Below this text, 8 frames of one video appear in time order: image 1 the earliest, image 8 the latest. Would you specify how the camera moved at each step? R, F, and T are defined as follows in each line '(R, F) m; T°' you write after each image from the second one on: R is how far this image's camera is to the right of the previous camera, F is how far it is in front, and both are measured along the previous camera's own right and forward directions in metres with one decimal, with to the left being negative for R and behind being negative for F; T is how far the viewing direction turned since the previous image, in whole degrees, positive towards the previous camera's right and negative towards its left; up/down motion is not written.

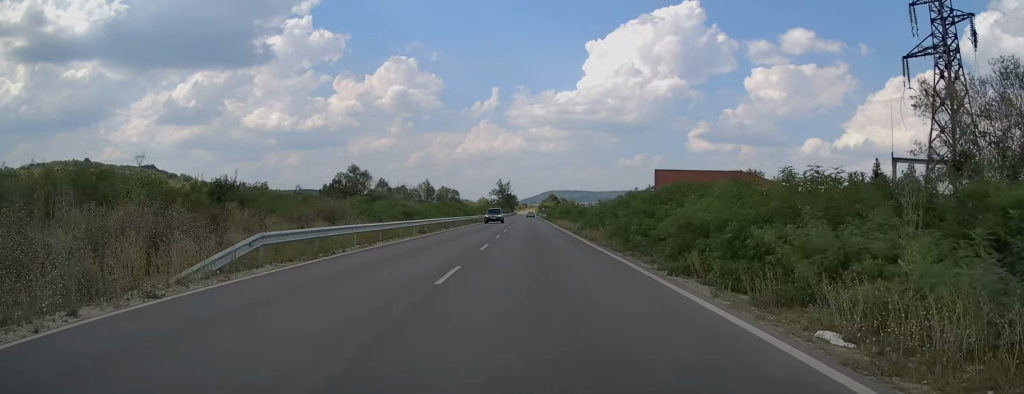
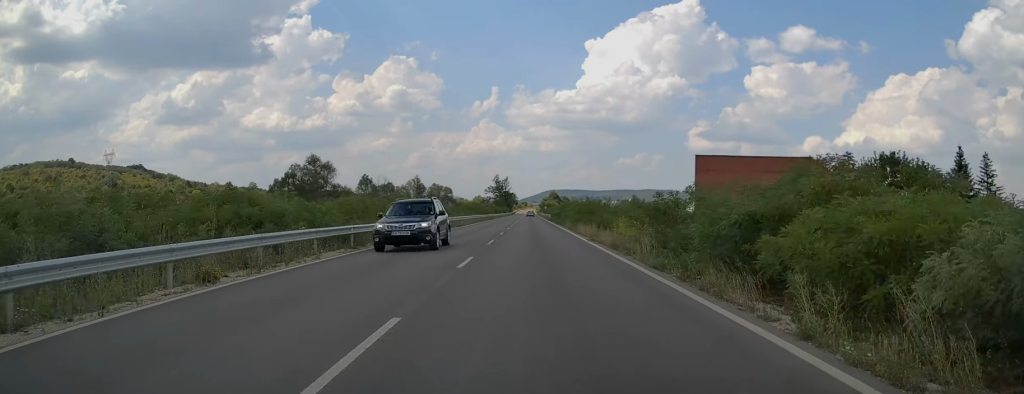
(+0.1, +24.1) m; 0°
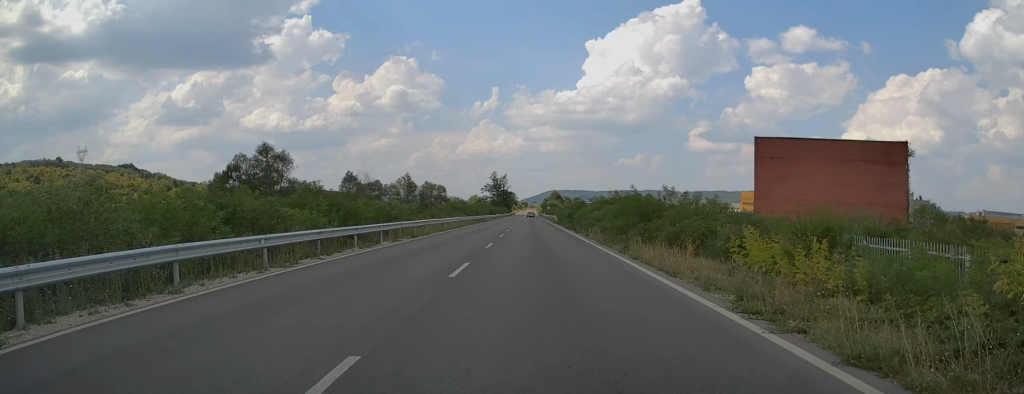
(-0.1, +19.8) m; 0°
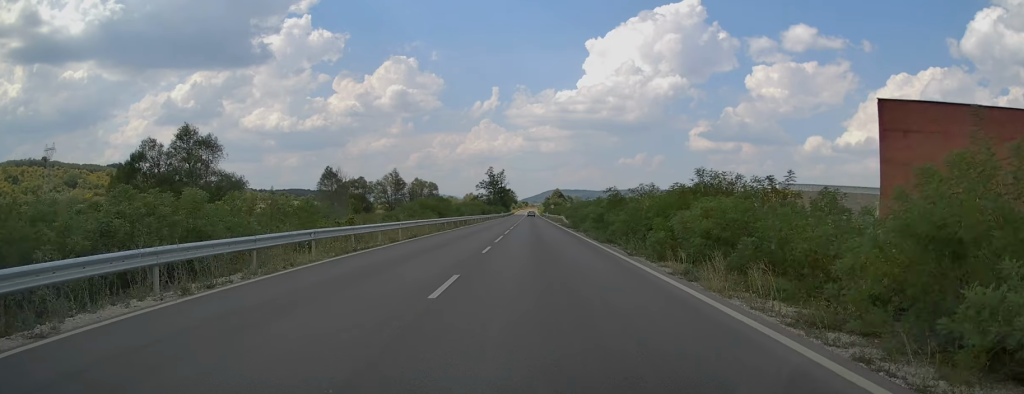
(0.0, +20.7) m; 0°
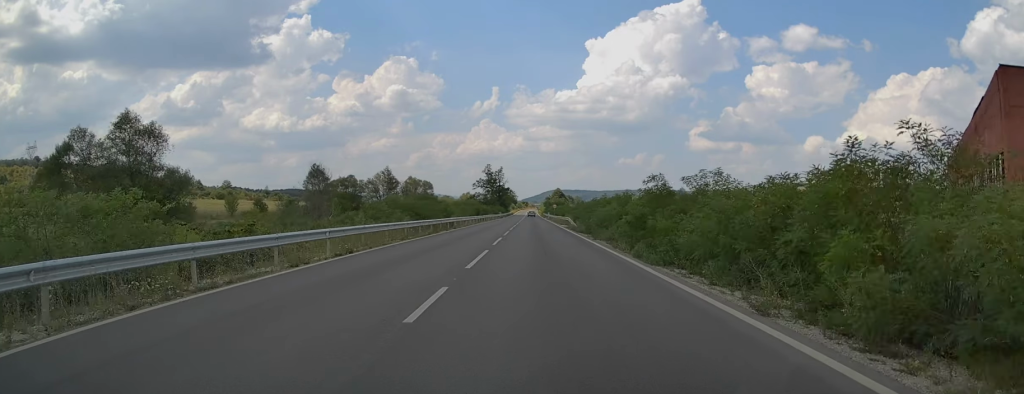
(0.0, +10.8) m; 0°
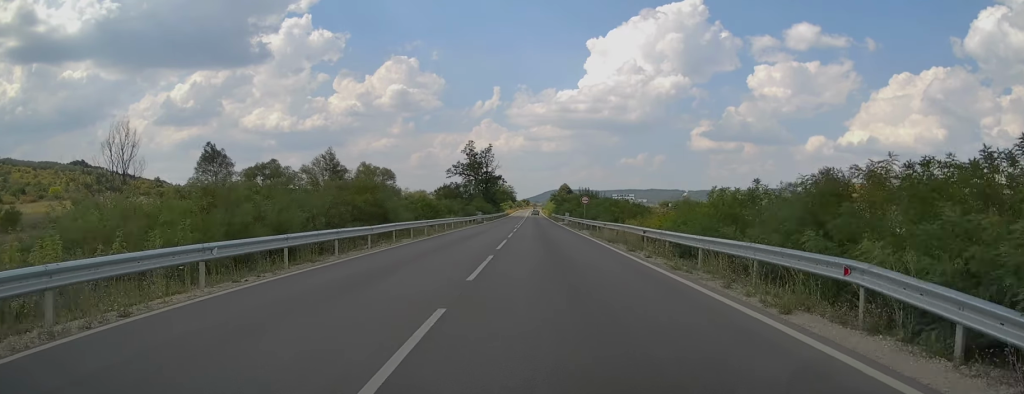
(0.0, +56.4) m; 0°
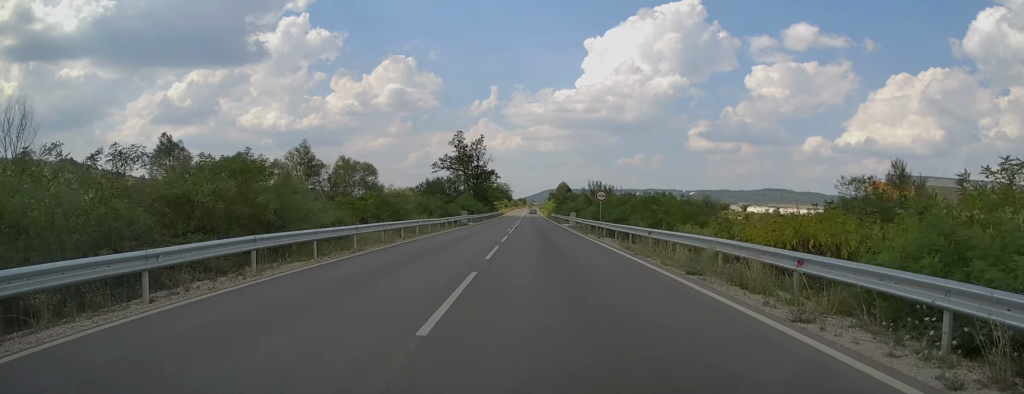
(0.0, +13.7) m; 0°
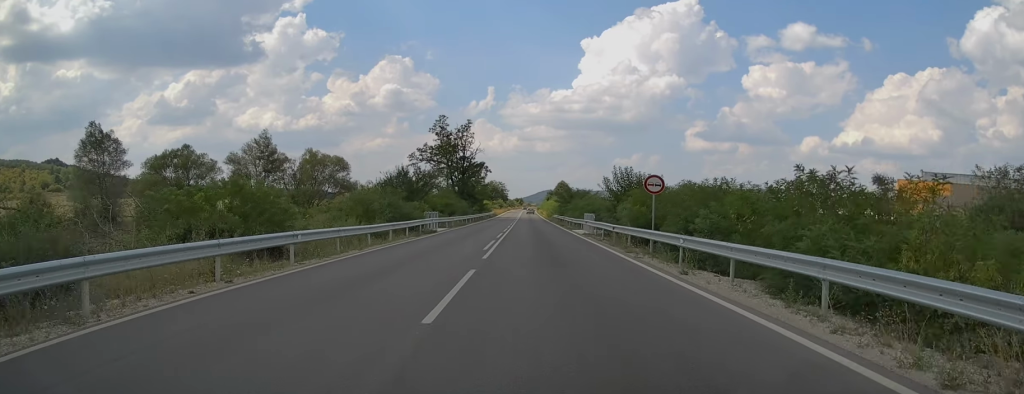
(+0.1, +17.4) m; 0°
